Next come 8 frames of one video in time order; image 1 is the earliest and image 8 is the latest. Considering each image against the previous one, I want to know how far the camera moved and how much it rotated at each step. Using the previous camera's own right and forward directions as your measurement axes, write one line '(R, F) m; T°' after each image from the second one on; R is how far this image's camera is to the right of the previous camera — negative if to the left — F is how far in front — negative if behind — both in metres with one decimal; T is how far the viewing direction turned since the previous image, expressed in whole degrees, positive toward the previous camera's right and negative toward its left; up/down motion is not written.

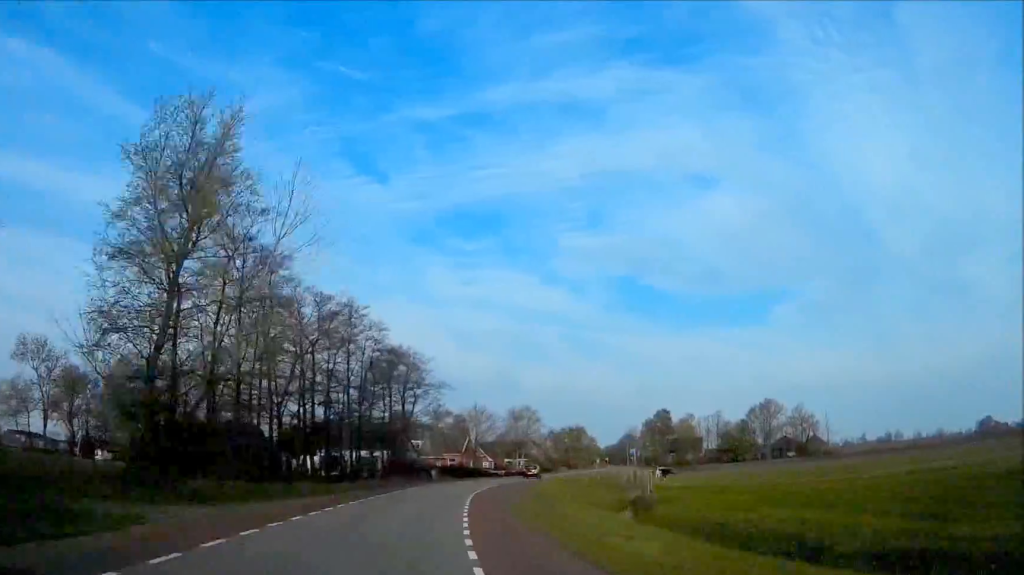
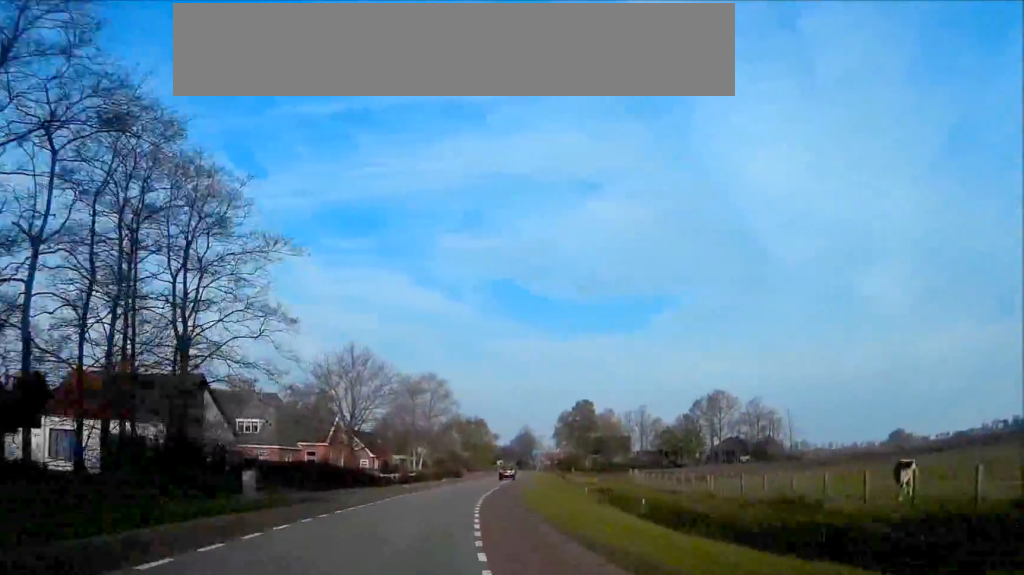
(+3.1, +45.6) m; +8°
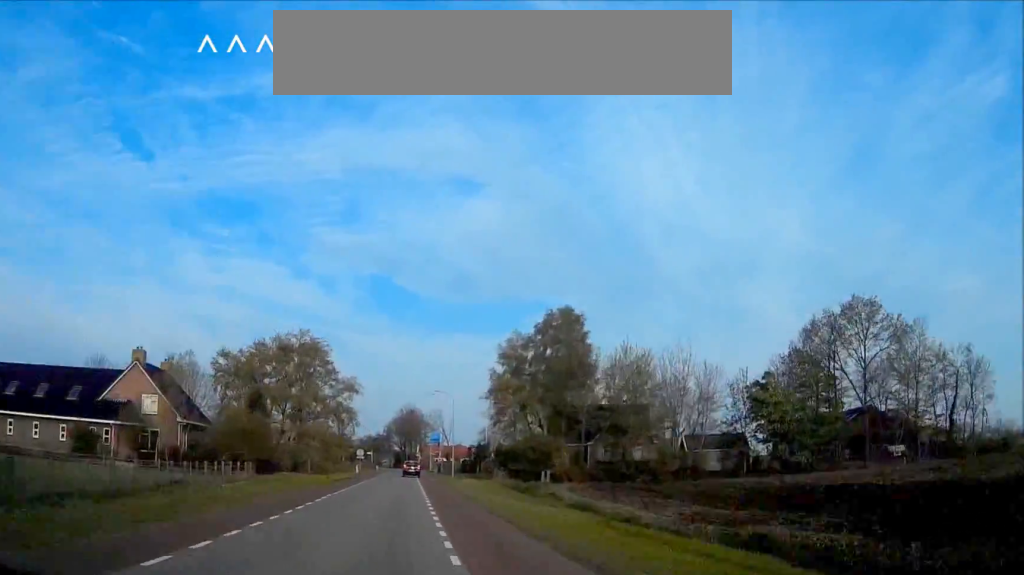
(+10.6, +102.5) m; +8°
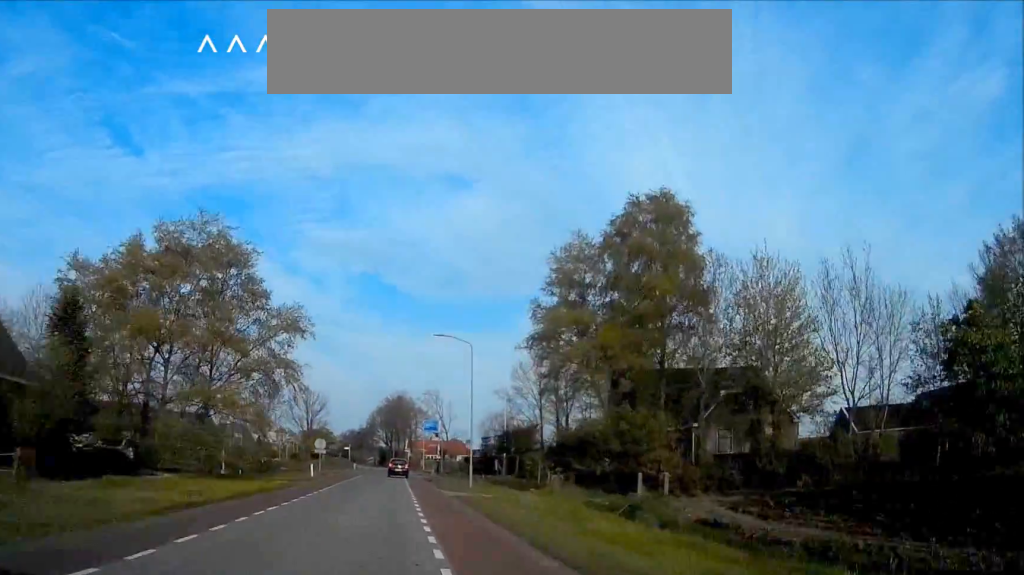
(+0.2, +29.7) m; 0°
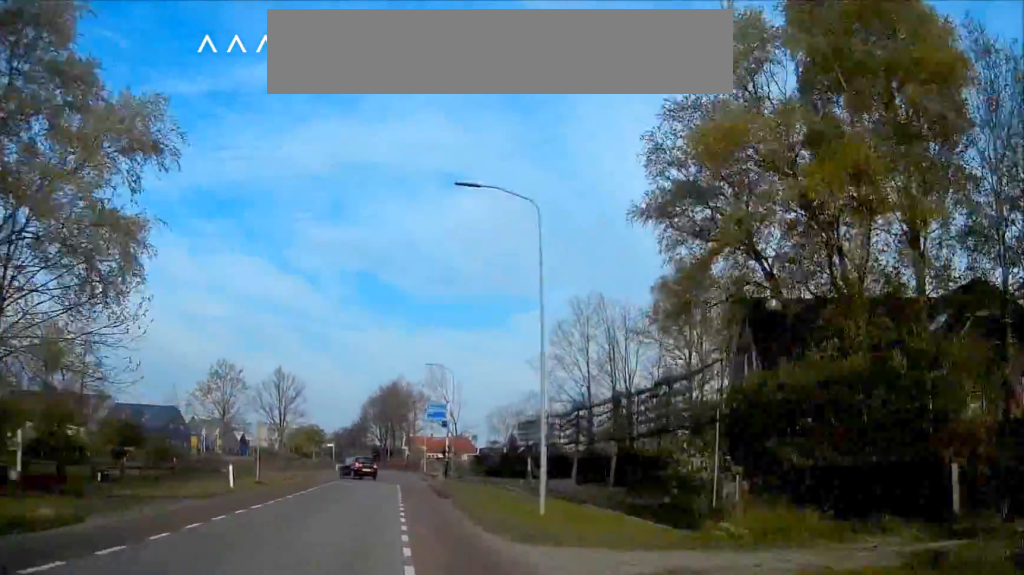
(+0.1, +22.9) m; -1°
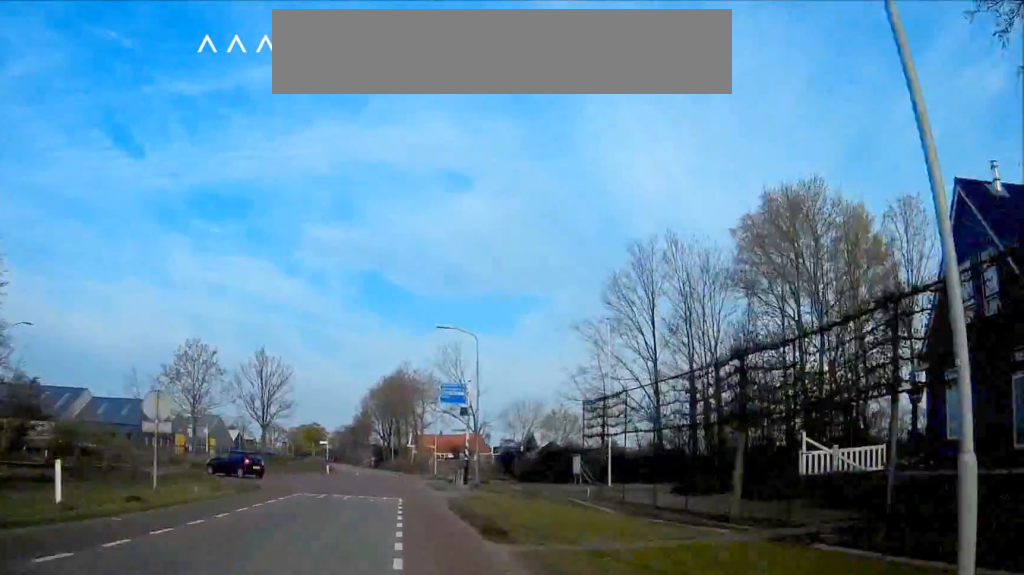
(-0.3, +14.6) m; -2°
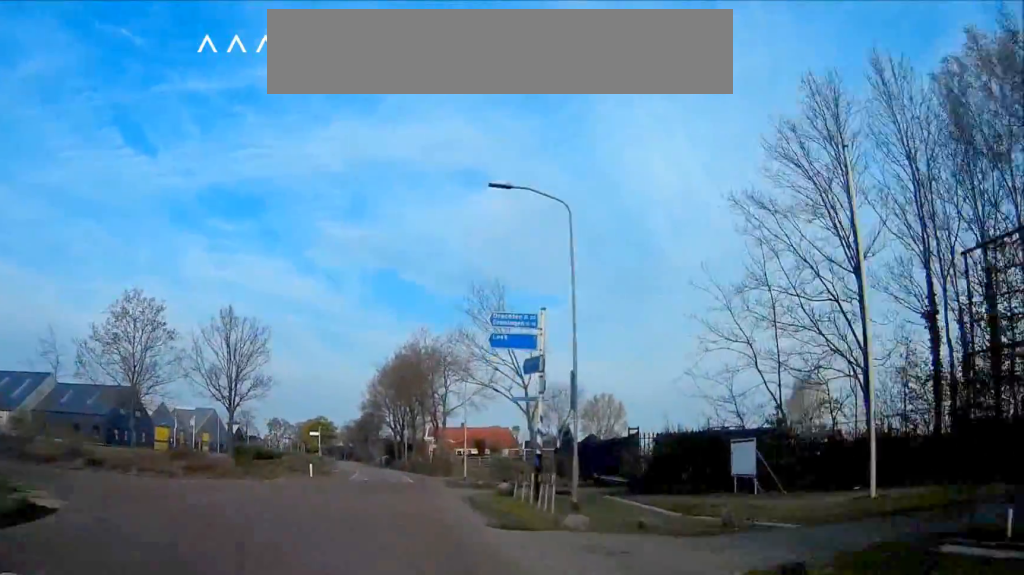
(-0.6, +21.5) m; -15°
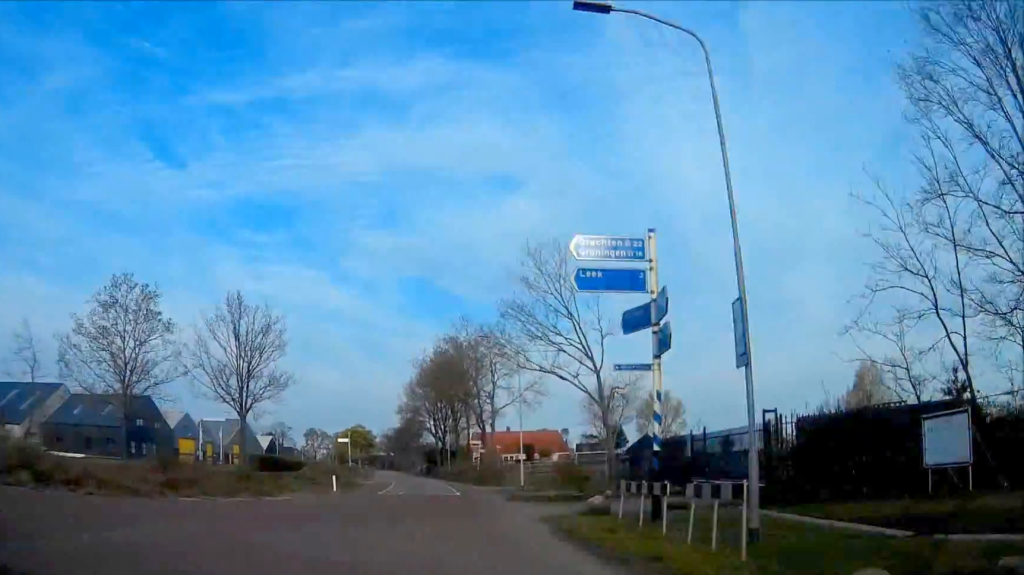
(+0.9, +10.0) m; -13°
